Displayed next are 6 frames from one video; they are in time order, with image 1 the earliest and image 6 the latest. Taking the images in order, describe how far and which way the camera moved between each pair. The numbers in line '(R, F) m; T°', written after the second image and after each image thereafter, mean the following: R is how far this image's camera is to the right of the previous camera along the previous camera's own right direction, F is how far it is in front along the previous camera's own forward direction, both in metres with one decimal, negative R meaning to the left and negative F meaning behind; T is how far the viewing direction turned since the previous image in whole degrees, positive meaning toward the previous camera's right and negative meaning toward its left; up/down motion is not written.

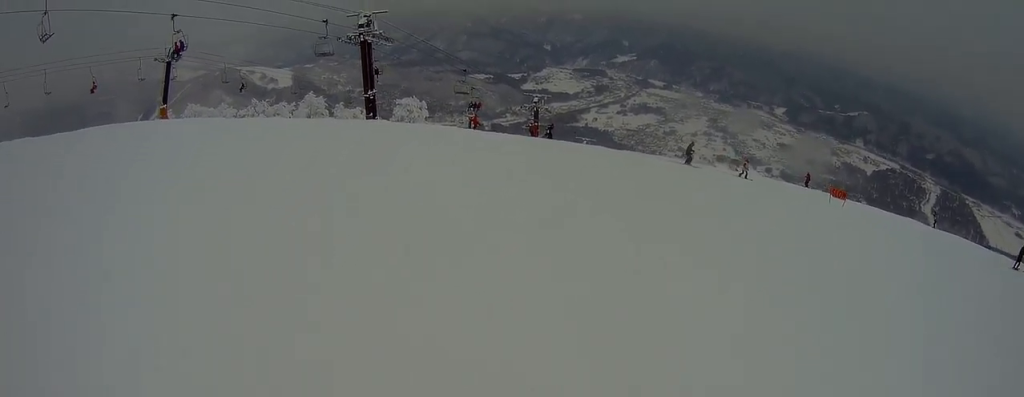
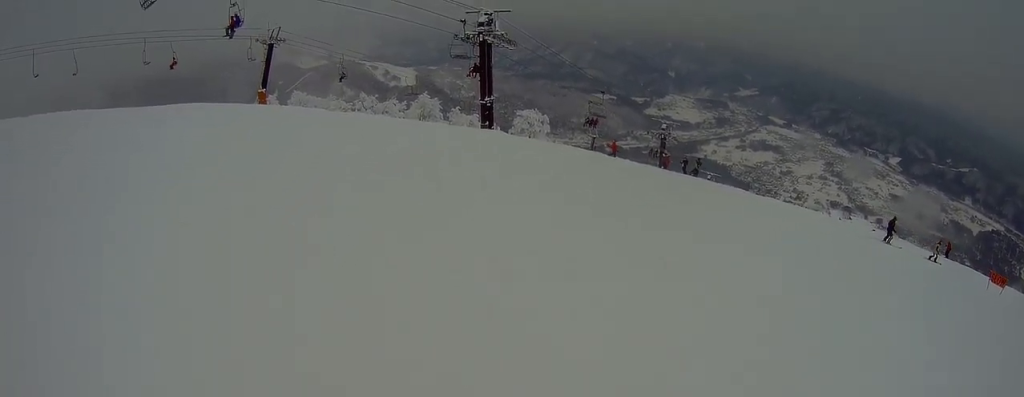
(-1.3, +4.3) m; -13°
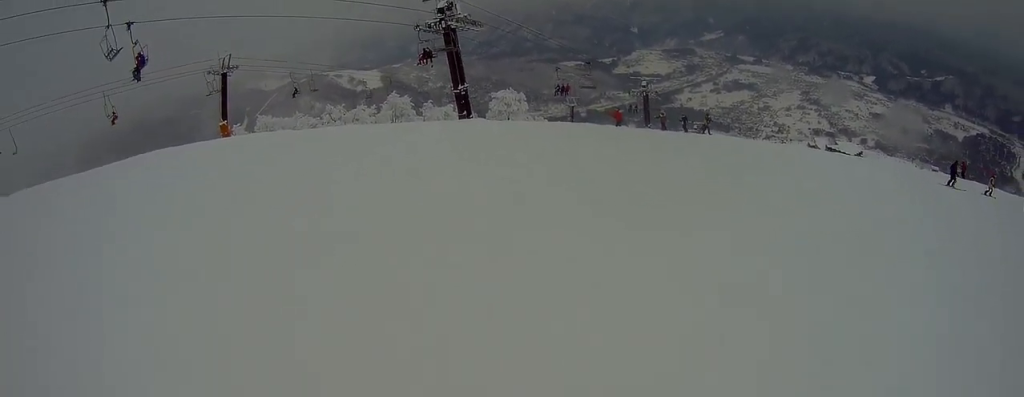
(-0.6, +3.5) m; +14°
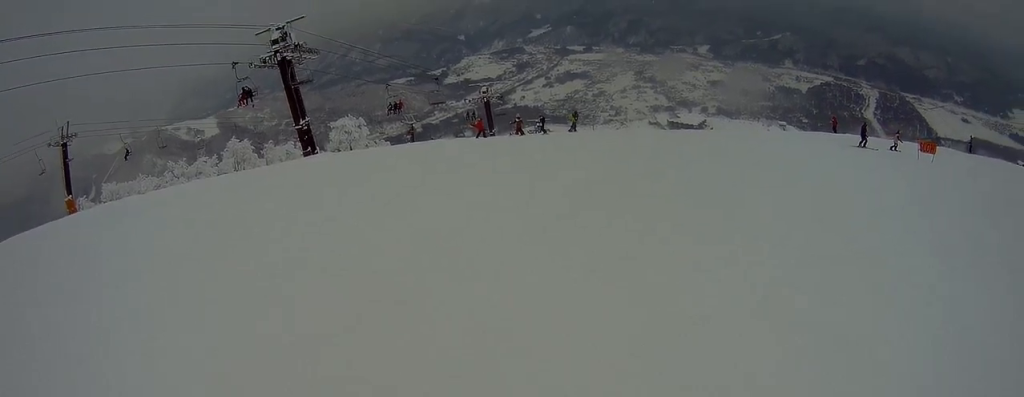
(+1.4, +2.7) m; +28°
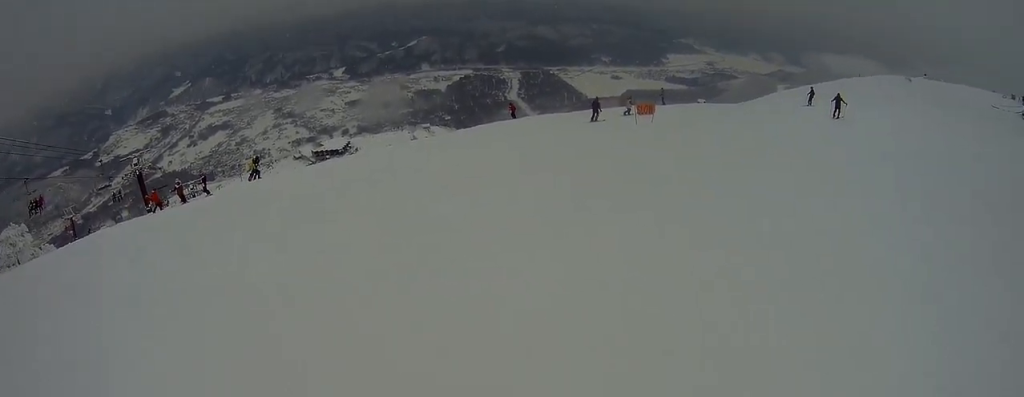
(+1.1, +4.6) m; +37°
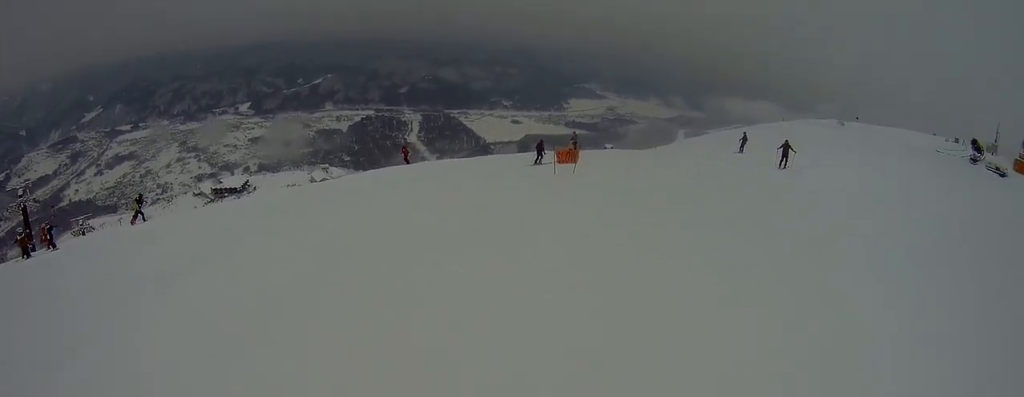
(+1.5, +5.1) m; +7°
